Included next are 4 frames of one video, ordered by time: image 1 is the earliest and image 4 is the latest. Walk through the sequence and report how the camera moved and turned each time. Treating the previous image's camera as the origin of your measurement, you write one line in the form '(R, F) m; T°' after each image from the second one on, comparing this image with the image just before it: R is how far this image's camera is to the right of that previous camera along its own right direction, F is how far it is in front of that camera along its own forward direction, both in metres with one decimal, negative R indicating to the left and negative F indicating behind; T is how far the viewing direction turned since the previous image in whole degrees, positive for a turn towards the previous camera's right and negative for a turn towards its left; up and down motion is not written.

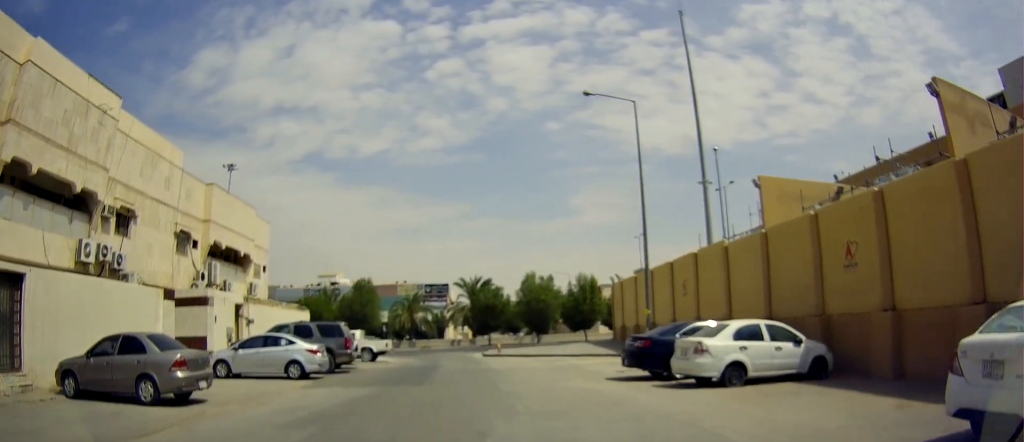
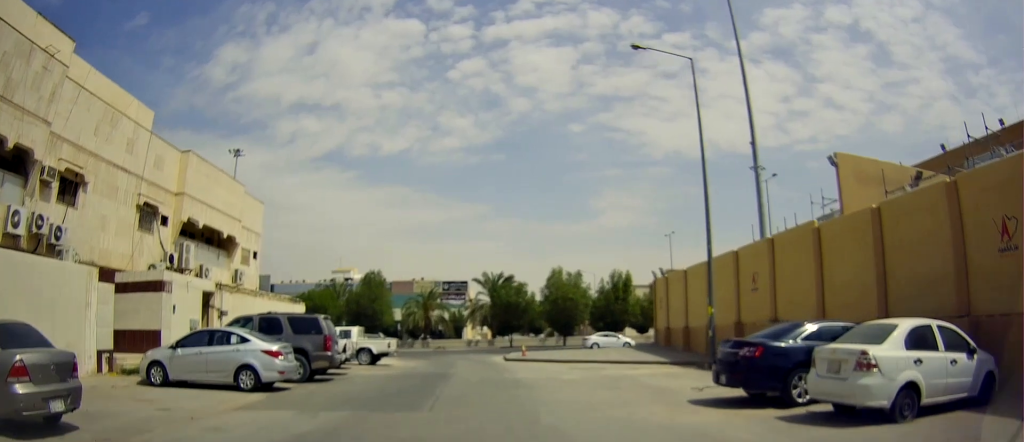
(-0.2, +5.1) m; -1°
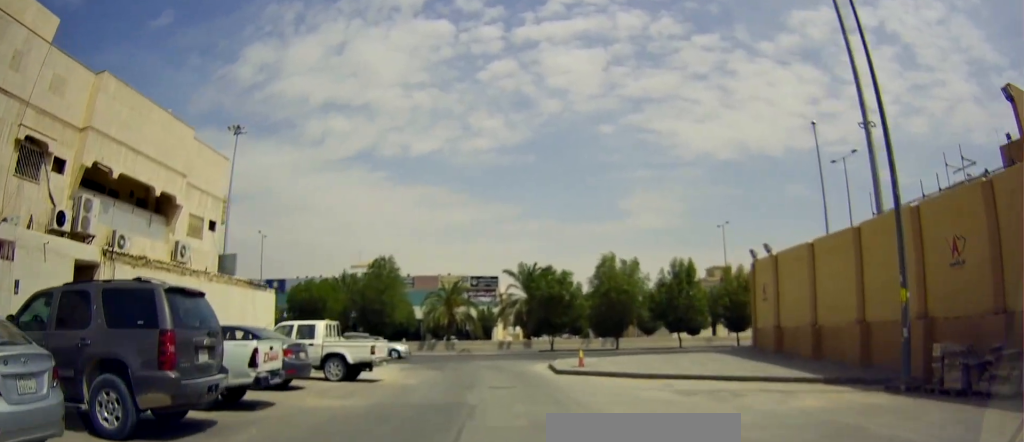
(+0.2, +10.0) m; -2°
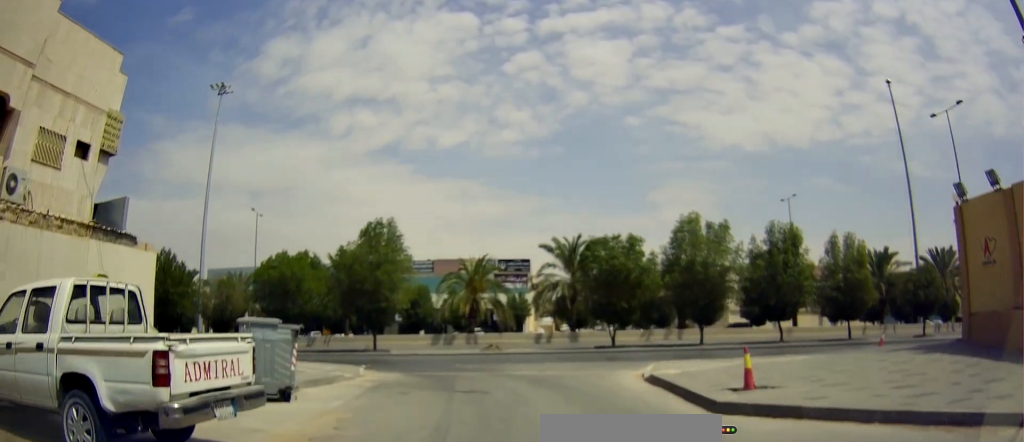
(-0.7, +12.1) m; -7°
